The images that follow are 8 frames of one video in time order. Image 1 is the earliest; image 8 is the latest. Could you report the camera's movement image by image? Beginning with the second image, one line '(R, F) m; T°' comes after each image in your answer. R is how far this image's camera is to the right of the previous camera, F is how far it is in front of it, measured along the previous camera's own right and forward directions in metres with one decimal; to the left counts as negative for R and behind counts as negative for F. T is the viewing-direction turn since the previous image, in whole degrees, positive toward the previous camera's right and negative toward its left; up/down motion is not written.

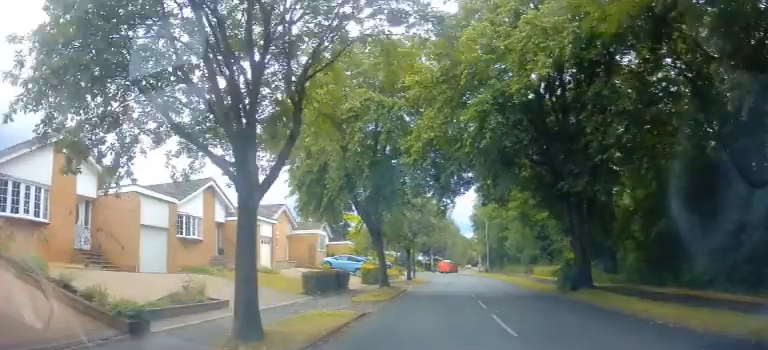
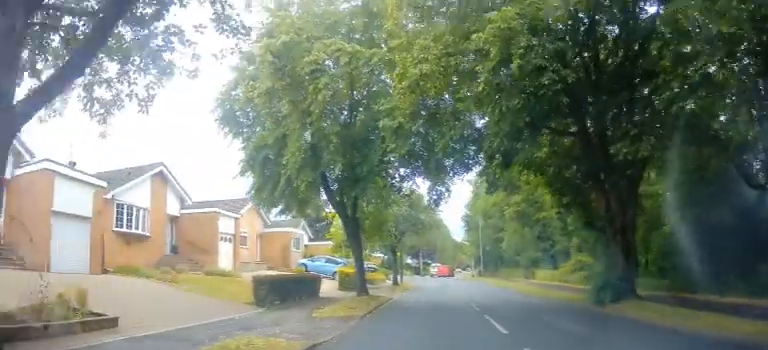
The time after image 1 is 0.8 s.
(-0.1, +4.8) m; -1°
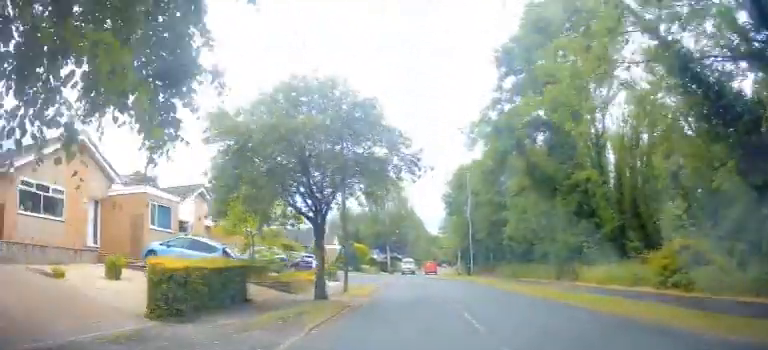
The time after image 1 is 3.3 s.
(+0.8, +11.0) m; +8°
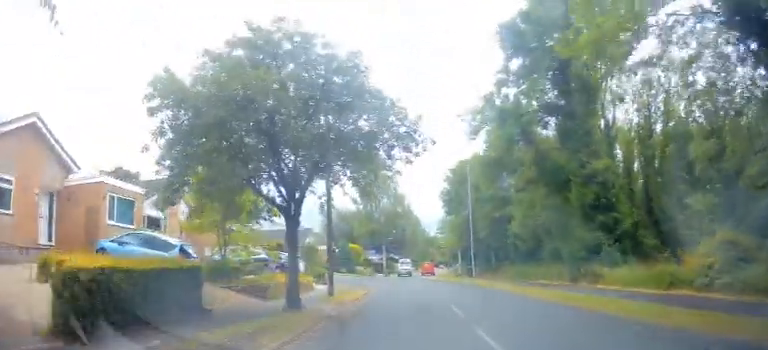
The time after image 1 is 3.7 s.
(0.0, +3.6) m; 0°
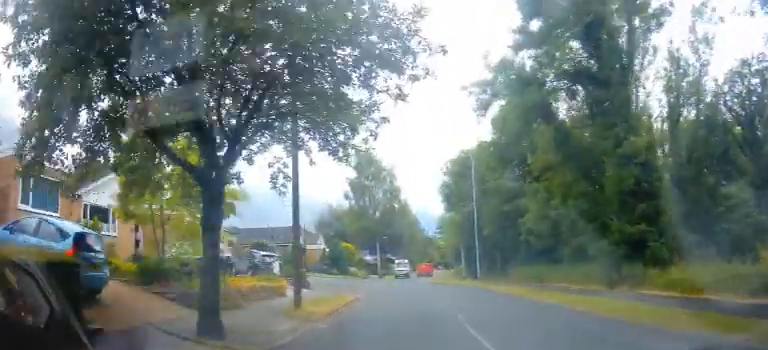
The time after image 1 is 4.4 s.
(0.0, +6.1) m; 0°
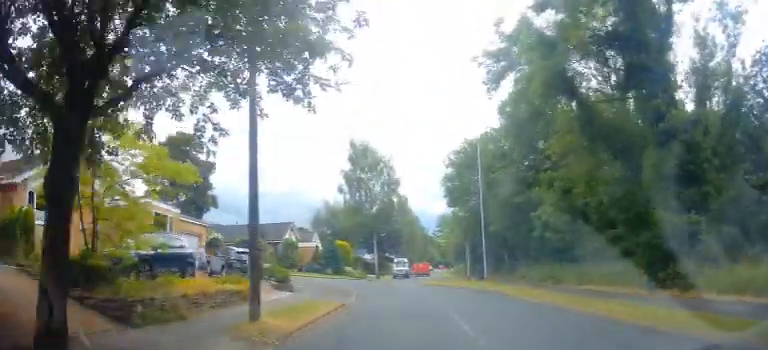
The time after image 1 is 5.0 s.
(0.0, +4.7) m; -1°
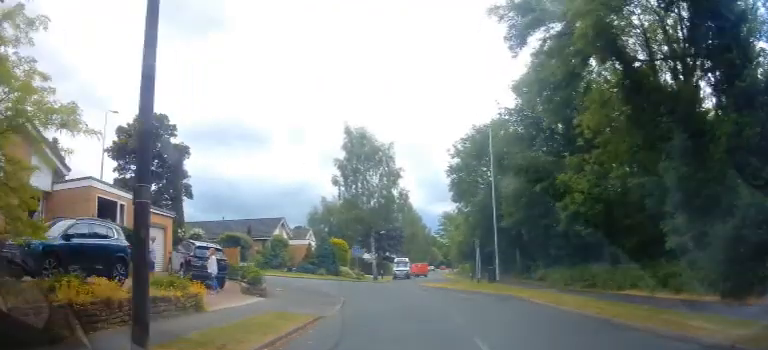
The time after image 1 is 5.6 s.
(-0.1, +5.2) m; -2°
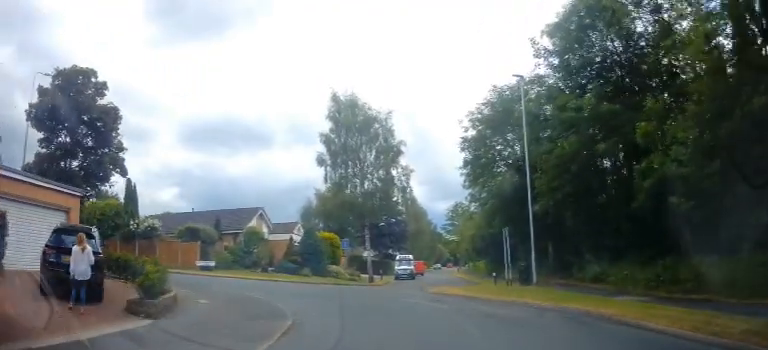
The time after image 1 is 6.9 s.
(-0.2, +9.2) m; -2°
